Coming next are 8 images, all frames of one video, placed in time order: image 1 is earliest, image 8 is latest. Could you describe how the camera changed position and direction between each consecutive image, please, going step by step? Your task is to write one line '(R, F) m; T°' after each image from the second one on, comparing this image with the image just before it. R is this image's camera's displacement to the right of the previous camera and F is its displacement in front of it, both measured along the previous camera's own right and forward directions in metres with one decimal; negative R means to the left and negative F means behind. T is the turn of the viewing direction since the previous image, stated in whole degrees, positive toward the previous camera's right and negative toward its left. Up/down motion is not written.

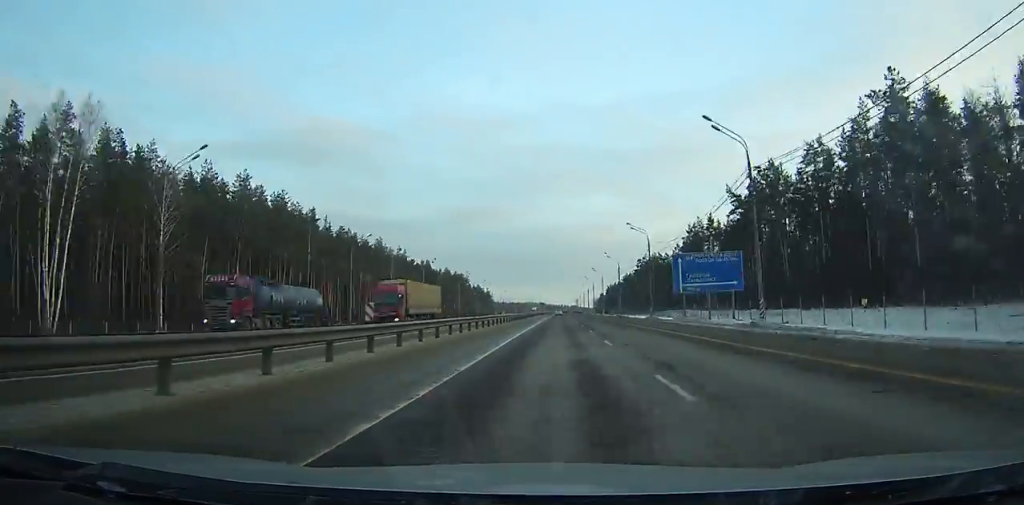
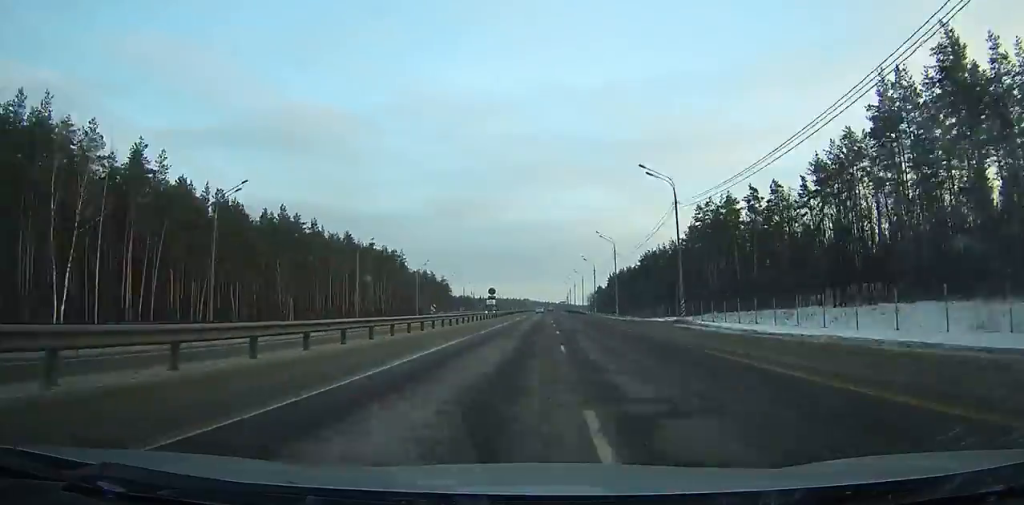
(+0.6, +97.9) m; 0°
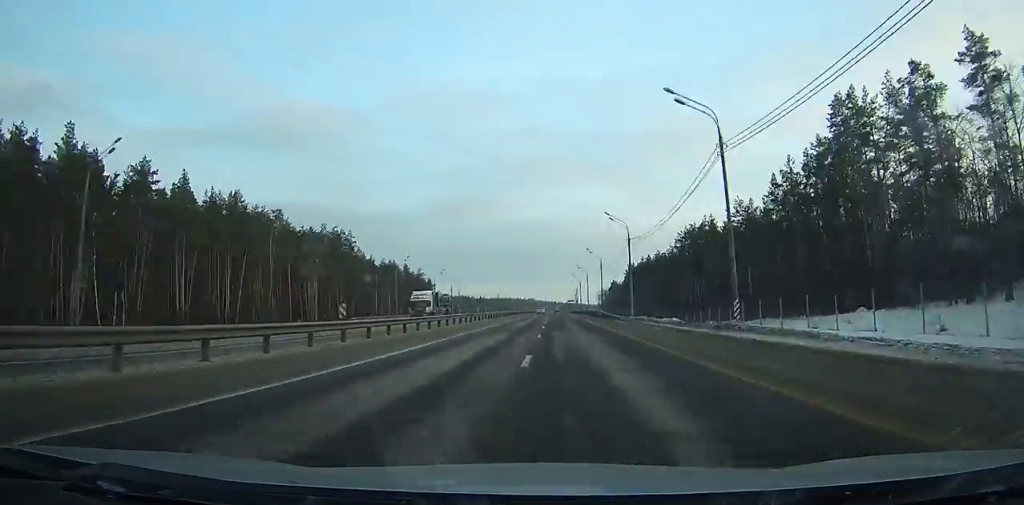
(+0.2, +50.6) m; 0°
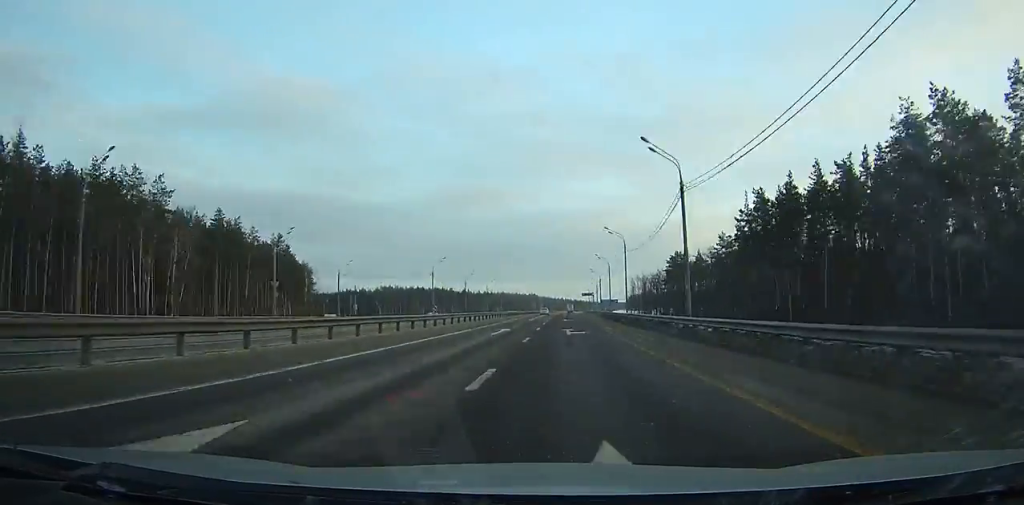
(-1.1, +135.8) m; -1°
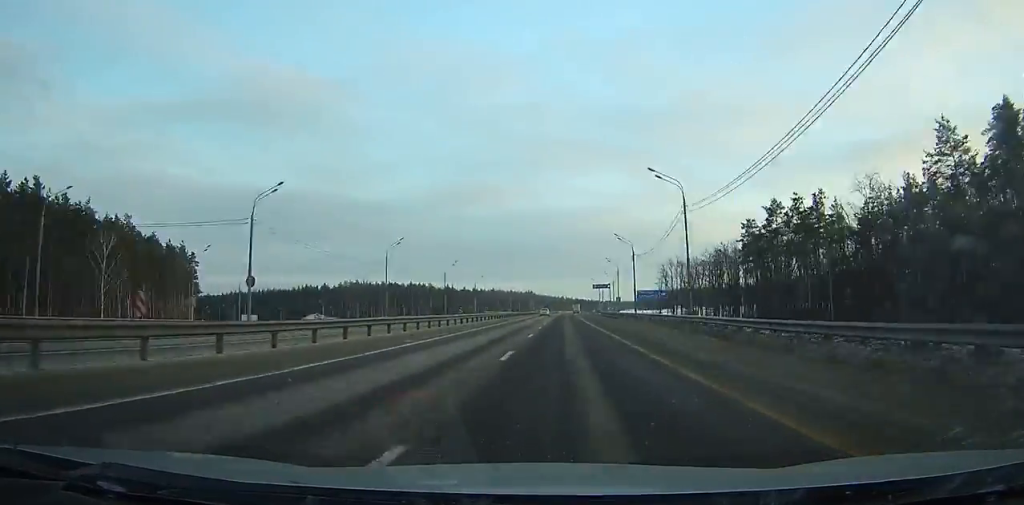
(0.0, +66.0) m; 0°
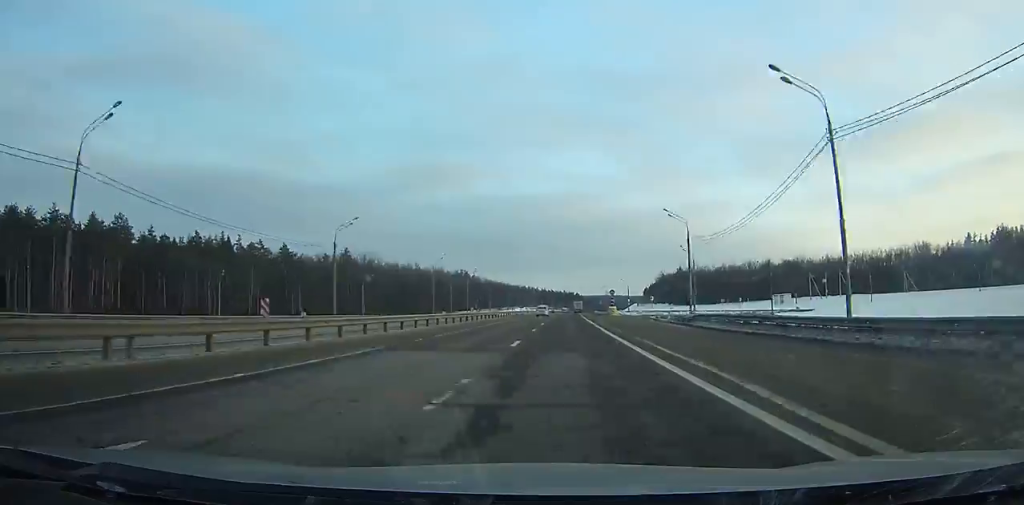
(+5.0, +228.3) m; +3°
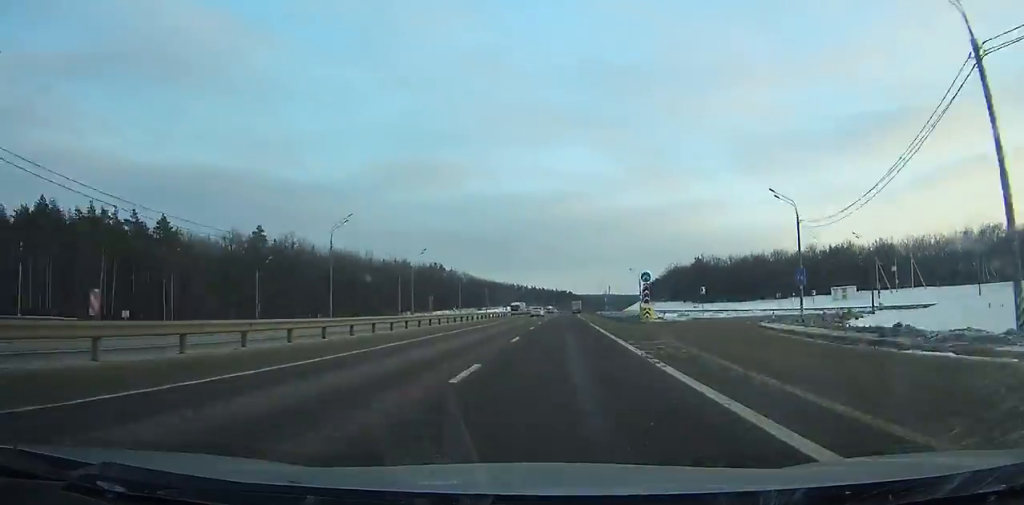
(+0.3, +45.3) m; +1°
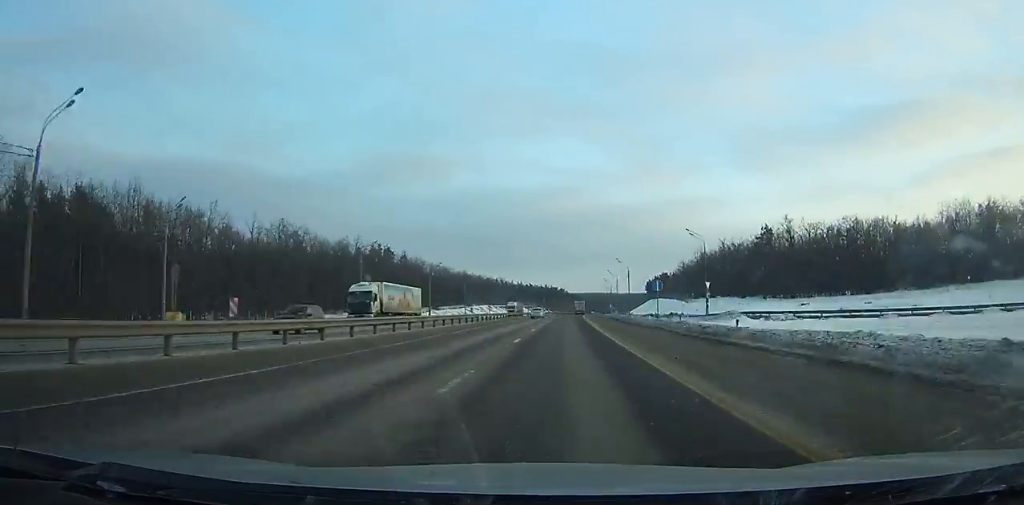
(+0.6, +72.2) m; +1°
